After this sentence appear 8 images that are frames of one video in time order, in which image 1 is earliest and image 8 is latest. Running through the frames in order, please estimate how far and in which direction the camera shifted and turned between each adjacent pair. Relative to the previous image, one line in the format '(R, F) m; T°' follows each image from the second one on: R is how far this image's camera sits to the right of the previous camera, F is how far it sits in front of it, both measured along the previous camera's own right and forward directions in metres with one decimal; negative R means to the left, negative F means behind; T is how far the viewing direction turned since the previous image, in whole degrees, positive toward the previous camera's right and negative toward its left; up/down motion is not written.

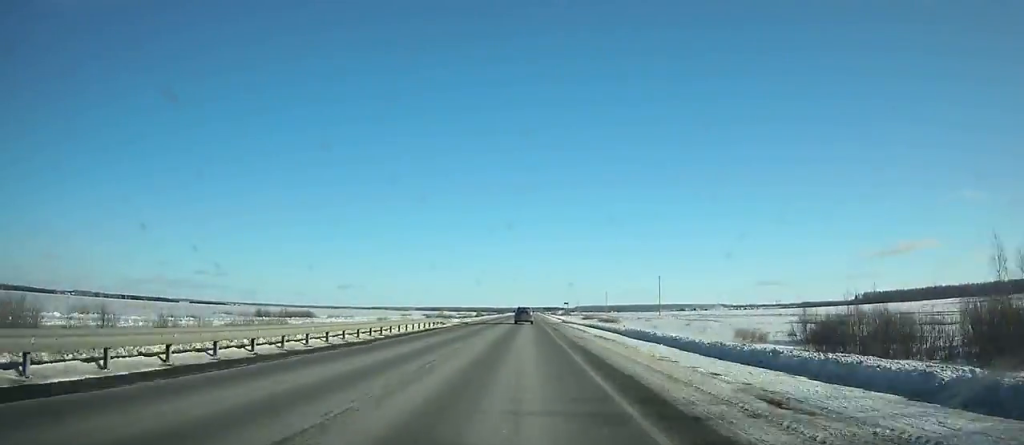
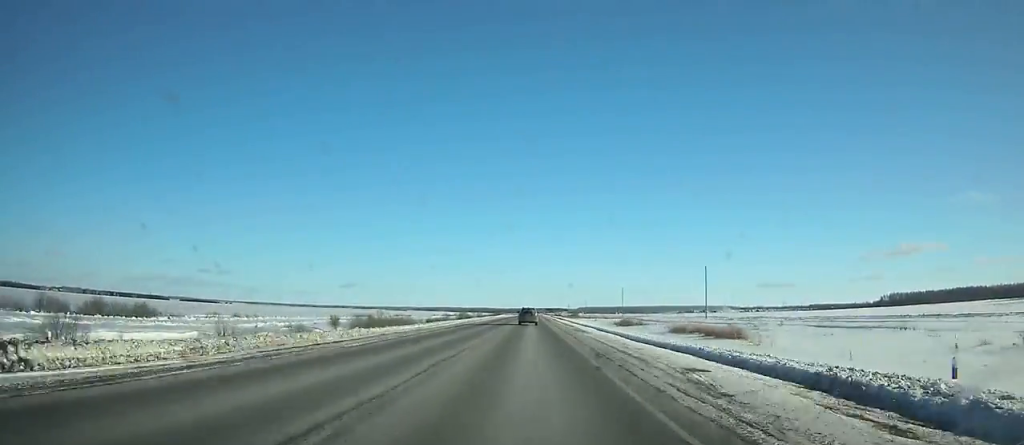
(0.0, +73.2) m; 0°
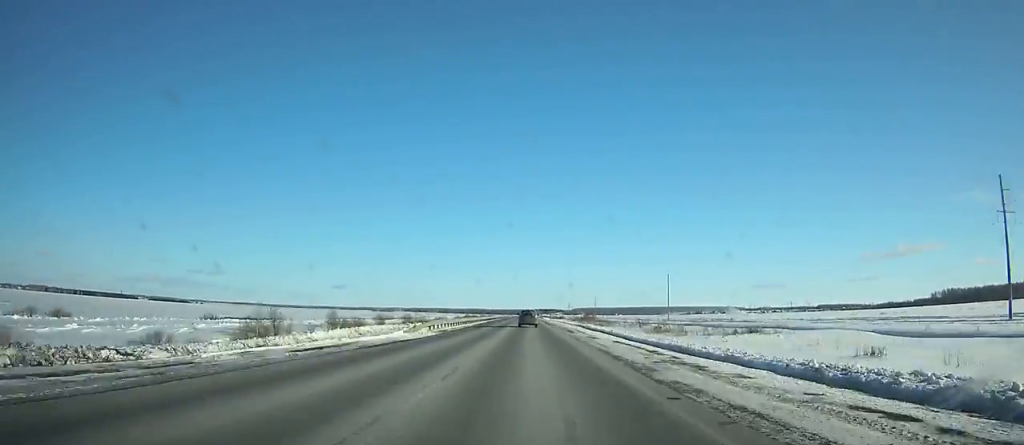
(+0.3, +140.0) m; 0°
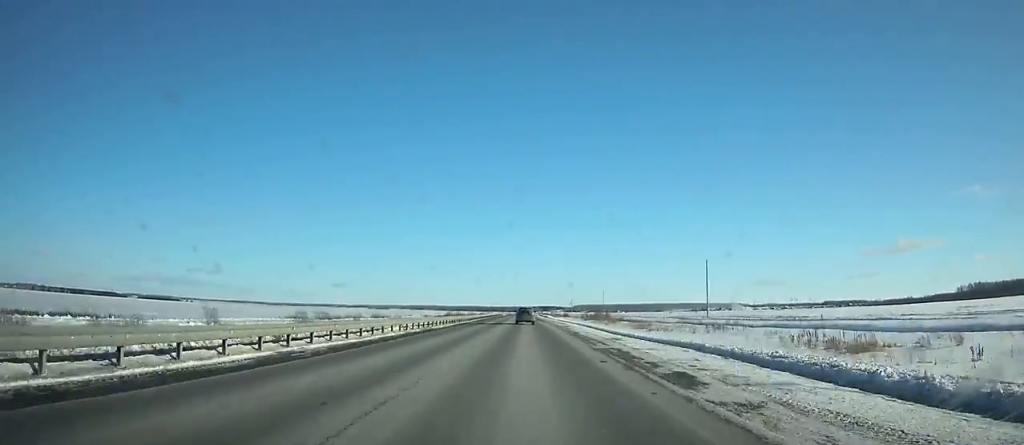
(0.0, +57.1) m; 0°
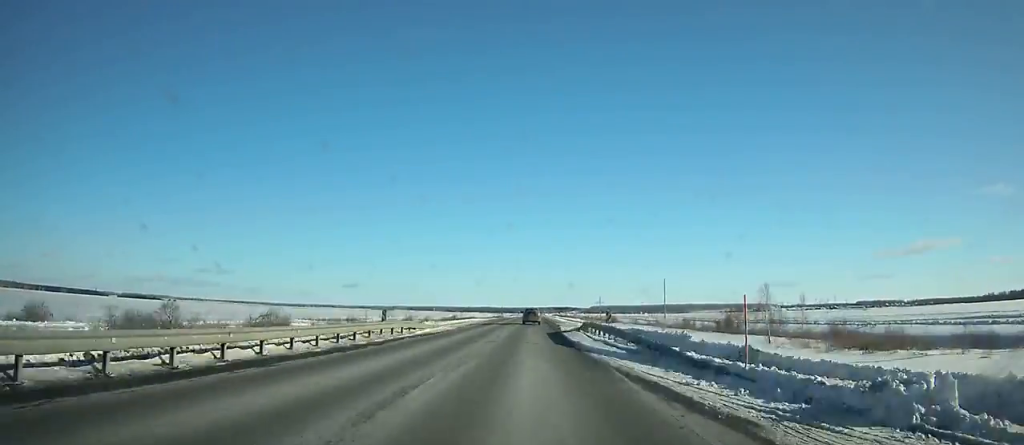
(-1.1, +175.5) m; 0°
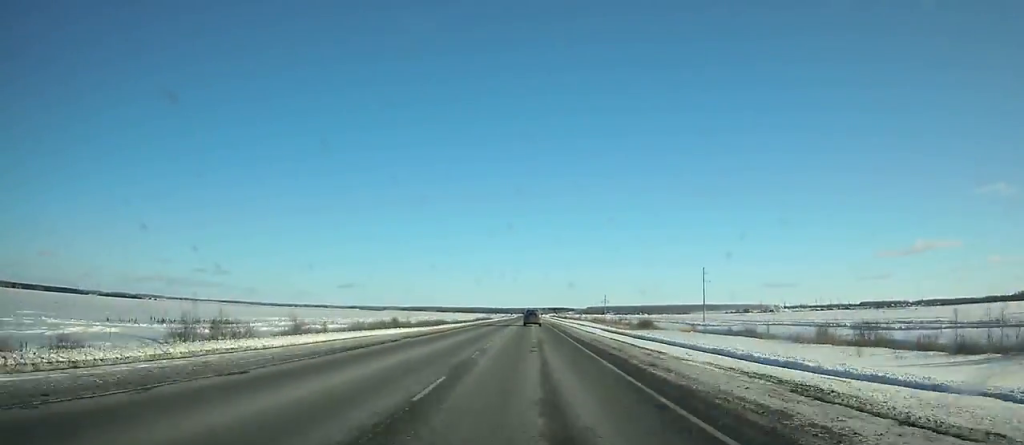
(-0.1, +72.9) m; 0°
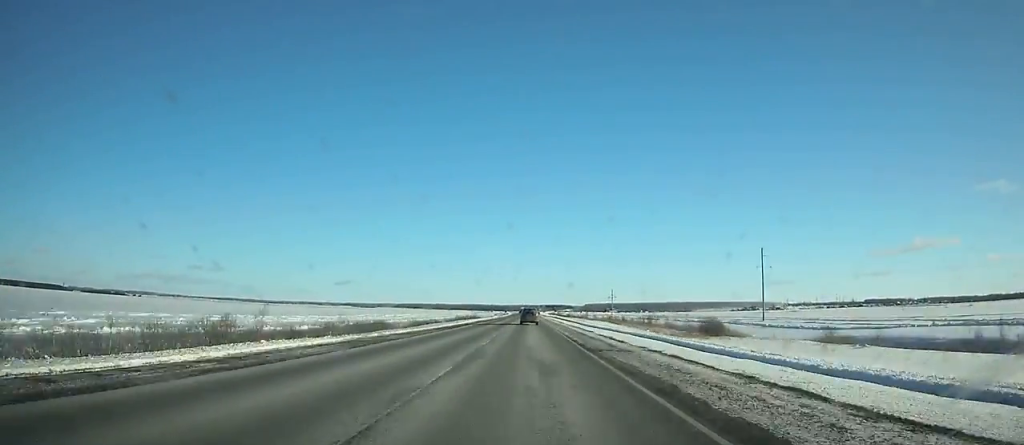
(+0.4, +58.7) m; 0°
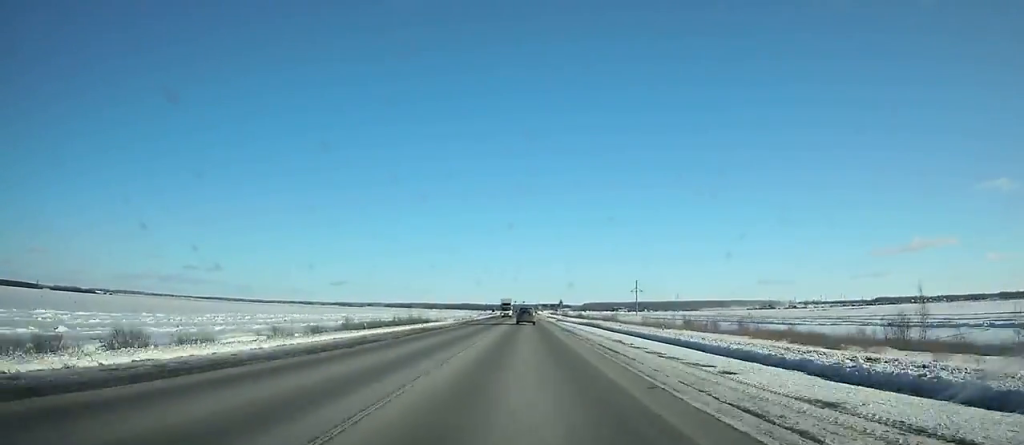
(+0.6, +113.8) m; 0°
